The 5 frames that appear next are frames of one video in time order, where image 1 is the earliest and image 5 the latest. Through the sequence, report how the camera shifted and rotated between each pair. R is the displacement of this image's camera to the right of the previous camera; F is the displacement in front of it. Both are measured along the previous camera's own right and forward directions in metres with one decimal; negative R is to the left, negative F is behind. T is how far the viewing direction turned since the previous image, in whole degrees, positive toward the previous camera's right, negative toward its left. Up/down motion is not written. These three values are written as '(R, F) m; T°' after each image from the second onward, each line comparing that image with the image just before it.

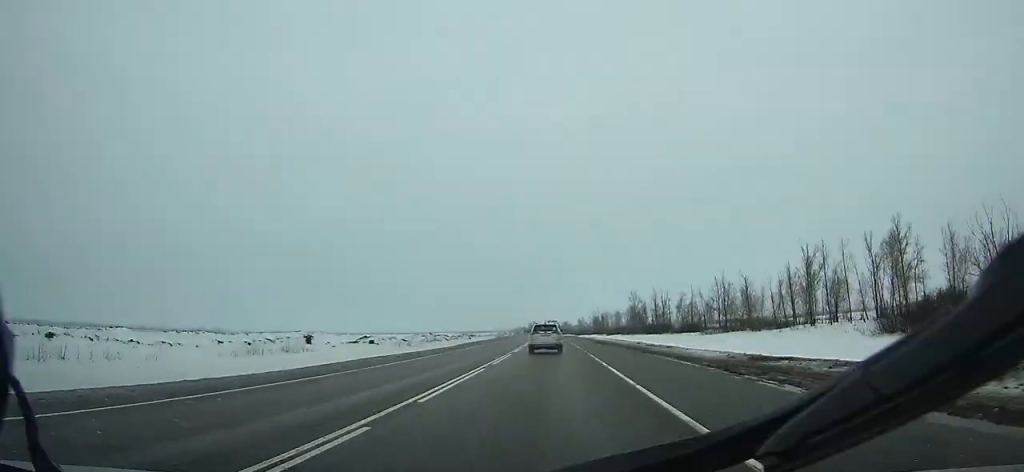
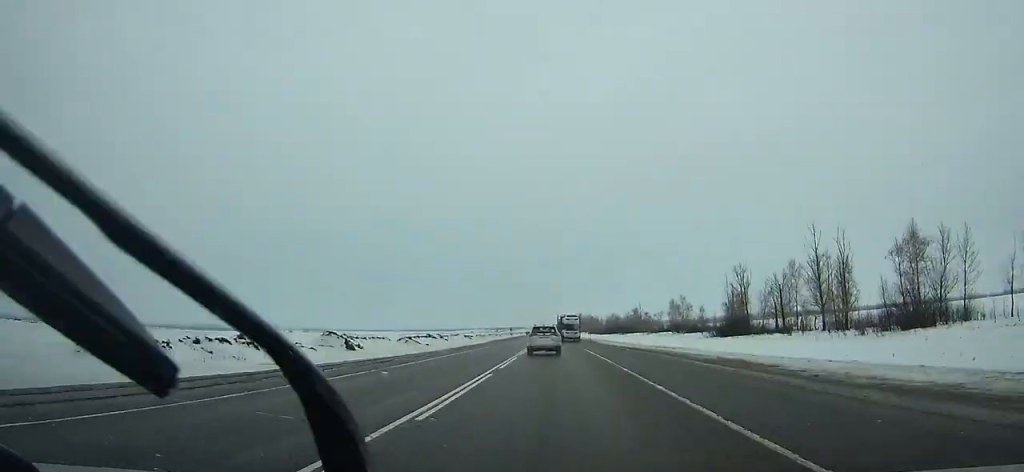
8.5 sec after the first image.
(-9.1, +231.2) m; -4°
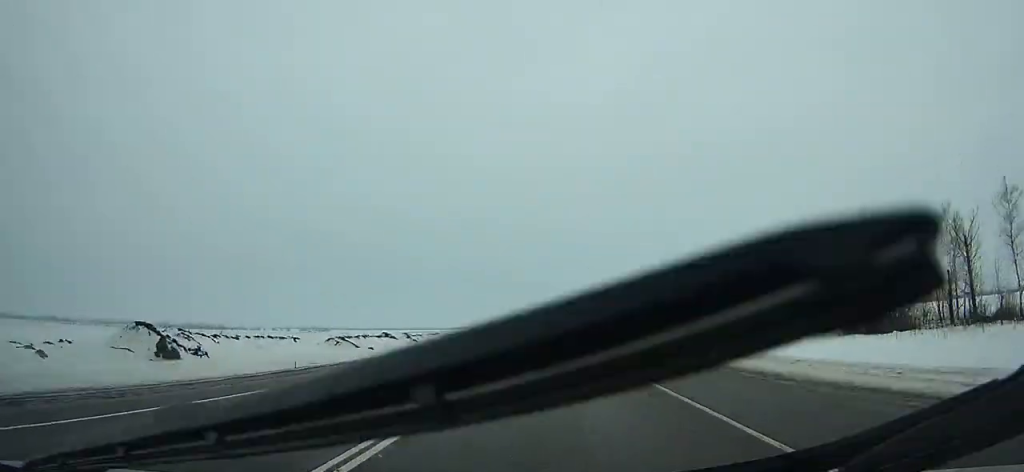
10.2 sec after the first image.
(-0.3, +45.5) m; -1°
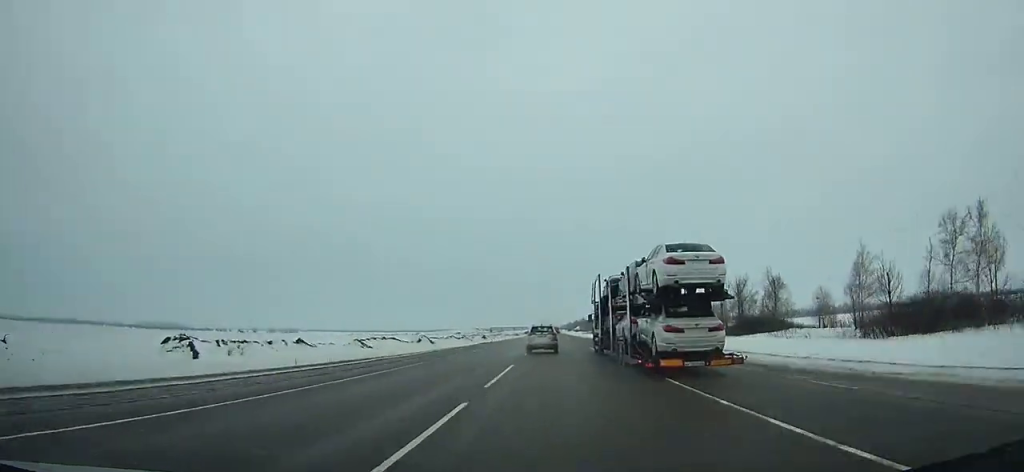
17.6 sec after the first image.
(-1.6, +201.4) m; 0°
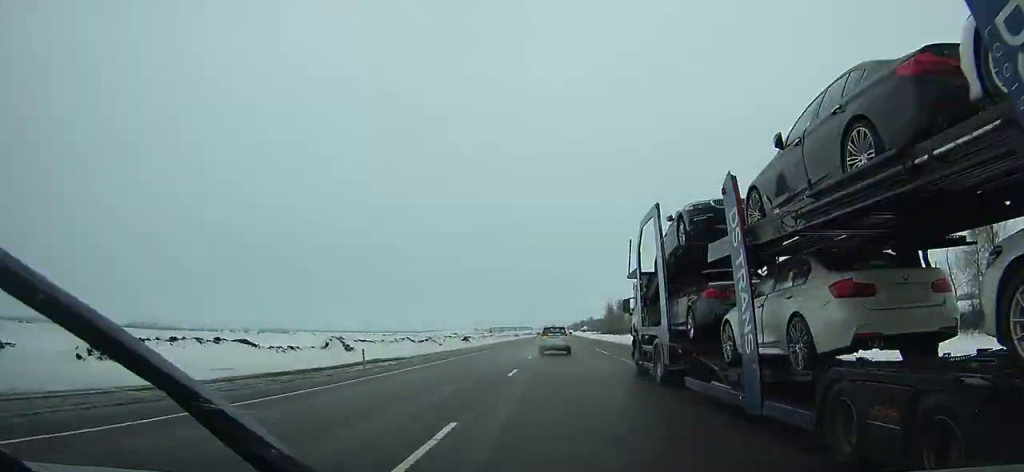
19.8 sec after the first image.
(0.0, +61.2) m; 0°
